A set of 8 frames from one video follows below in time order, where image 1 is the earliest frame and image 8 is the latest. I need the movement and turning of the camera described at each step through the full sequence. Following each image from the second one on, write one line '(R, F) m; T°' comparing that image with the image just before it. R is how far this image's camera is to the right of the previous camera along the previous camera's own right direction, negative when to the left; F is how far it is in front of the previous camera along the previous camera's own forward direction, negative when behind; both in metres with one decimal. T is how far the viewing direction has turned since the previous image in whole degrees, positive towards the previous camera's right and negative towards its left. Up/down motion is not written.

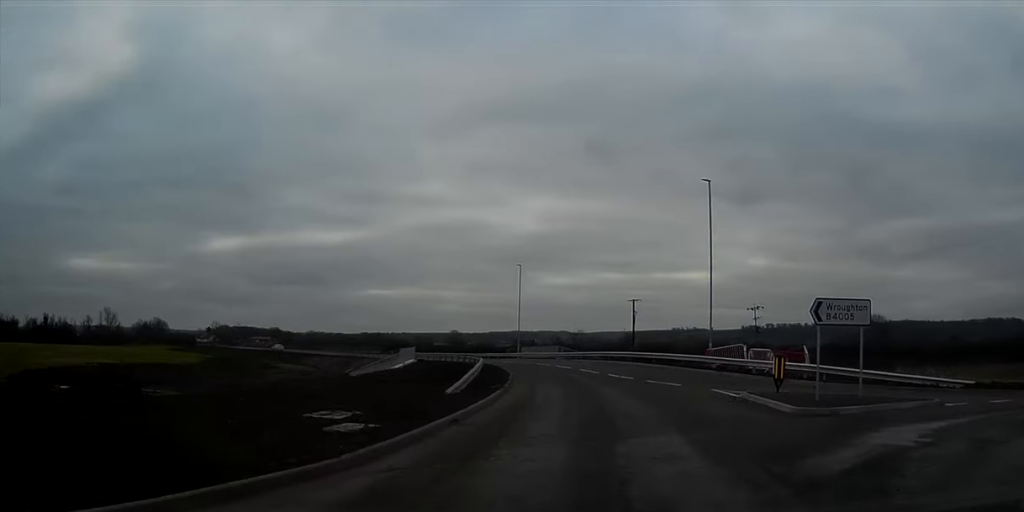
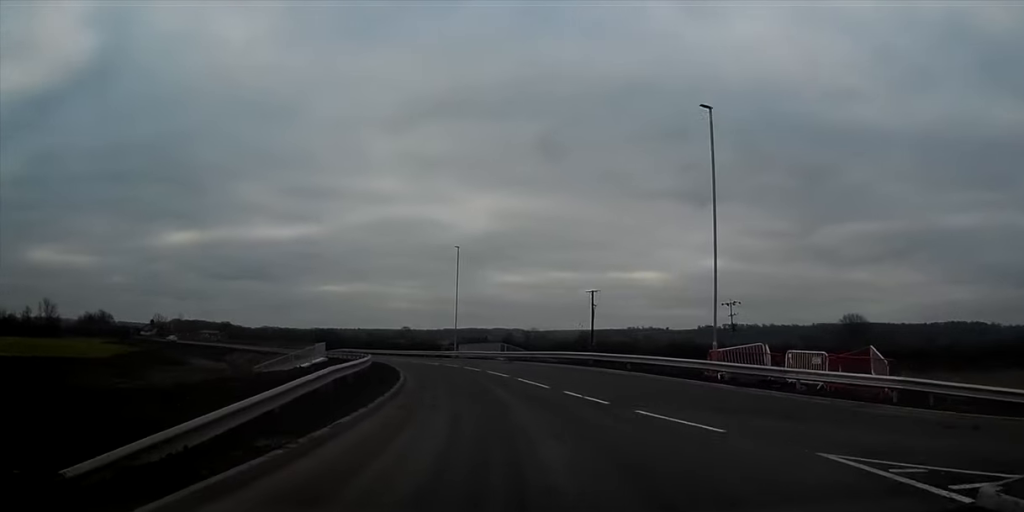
(+1.1, +14.2) m; +4°
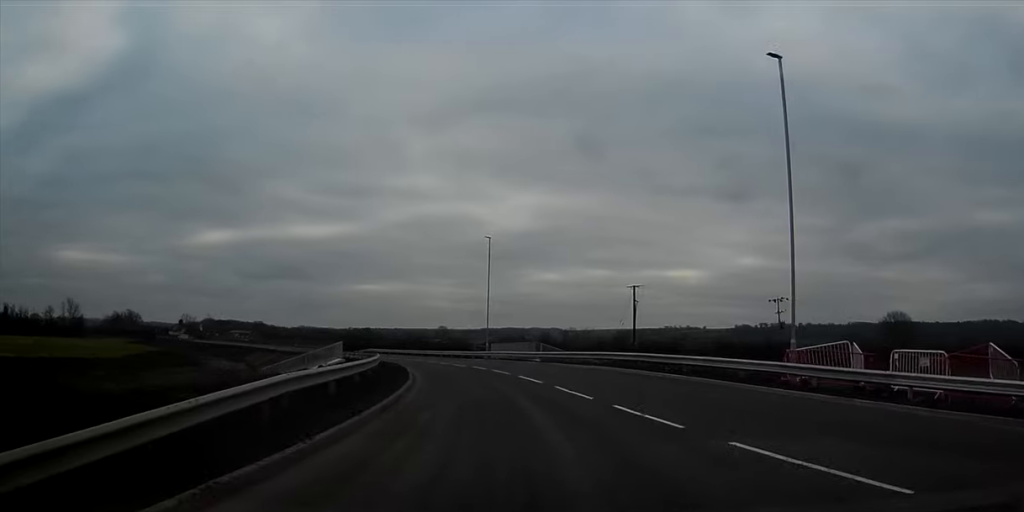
(-0.1, +5.7) m; -2°
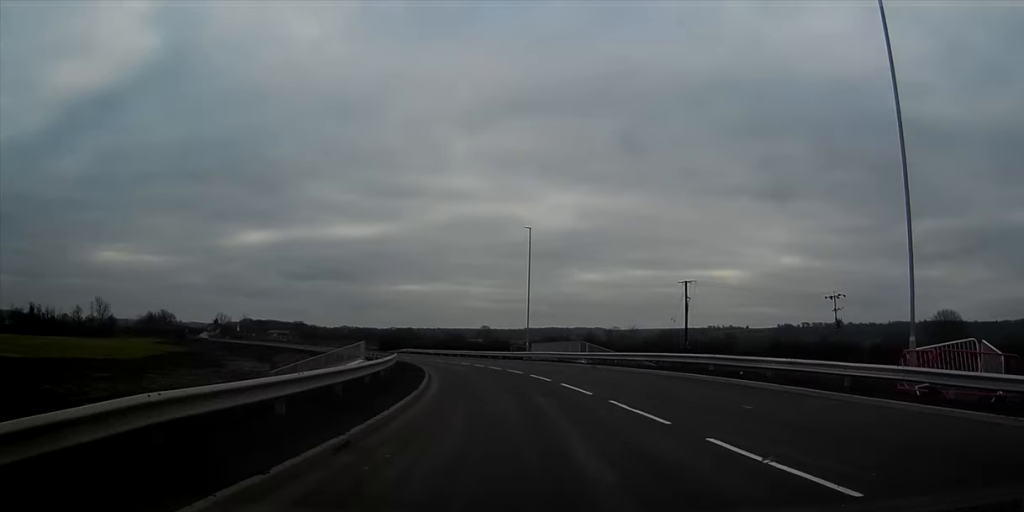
(+0.1, +5.3) m; -2°
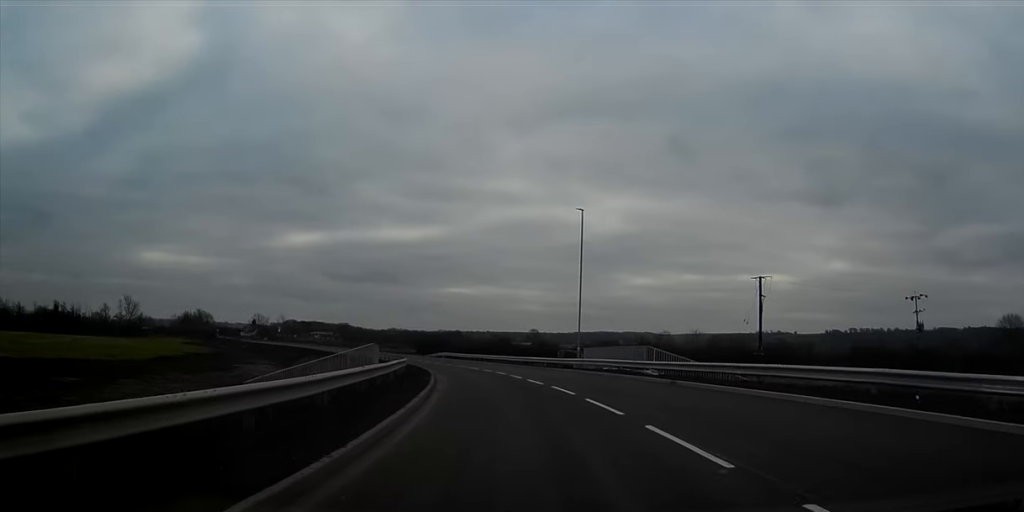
(-0.6, +9.9) m; -5°
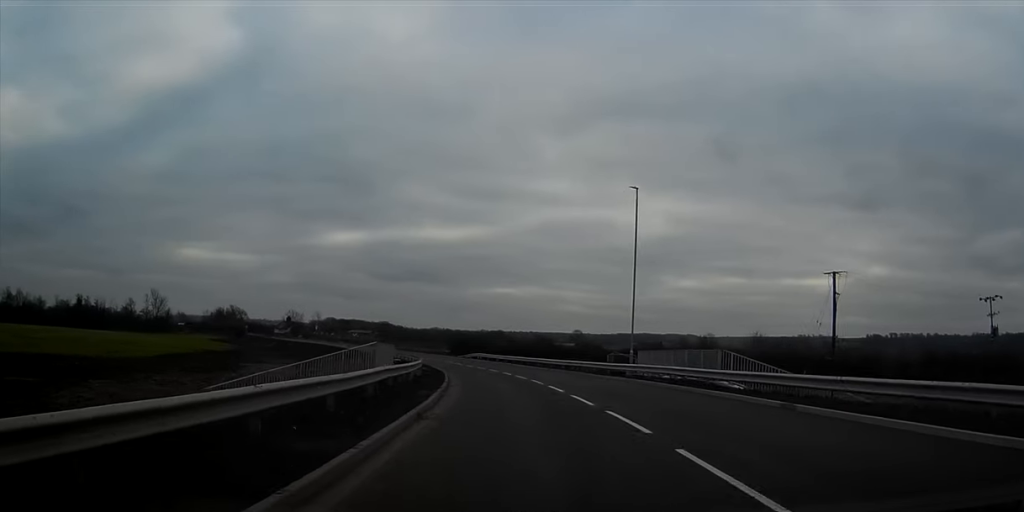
(-0.3, +8.1) m; -3°
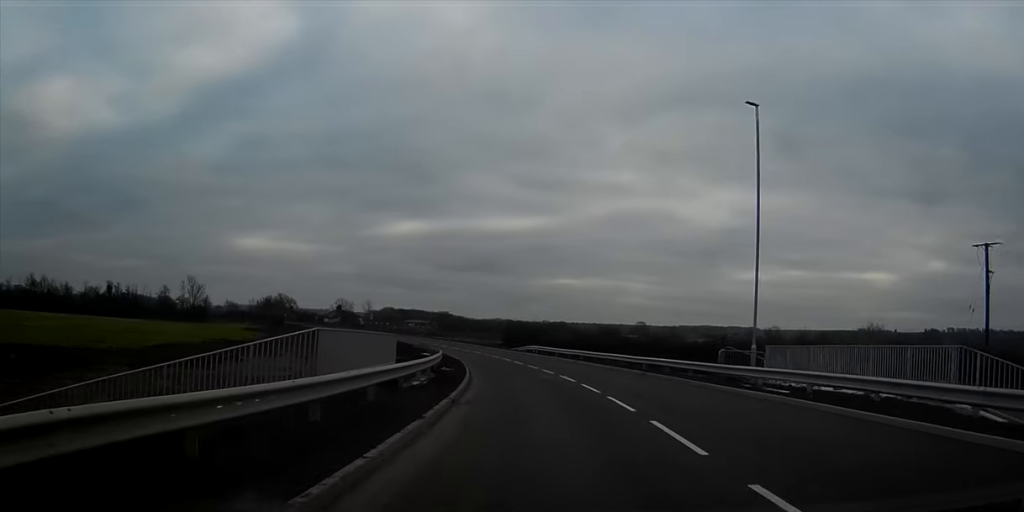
(-0.6, +15.1) m; -4°
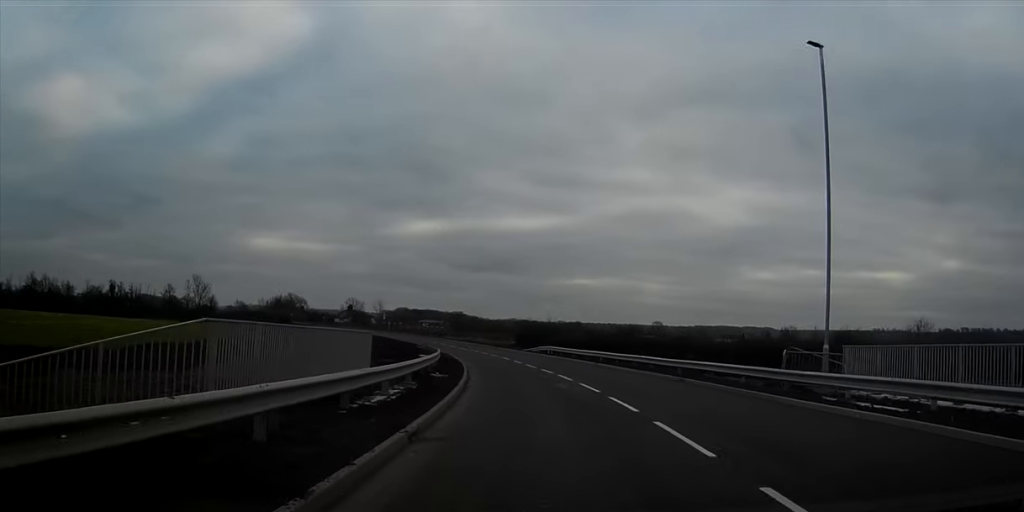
(0.0, +6.6) m; -1°
